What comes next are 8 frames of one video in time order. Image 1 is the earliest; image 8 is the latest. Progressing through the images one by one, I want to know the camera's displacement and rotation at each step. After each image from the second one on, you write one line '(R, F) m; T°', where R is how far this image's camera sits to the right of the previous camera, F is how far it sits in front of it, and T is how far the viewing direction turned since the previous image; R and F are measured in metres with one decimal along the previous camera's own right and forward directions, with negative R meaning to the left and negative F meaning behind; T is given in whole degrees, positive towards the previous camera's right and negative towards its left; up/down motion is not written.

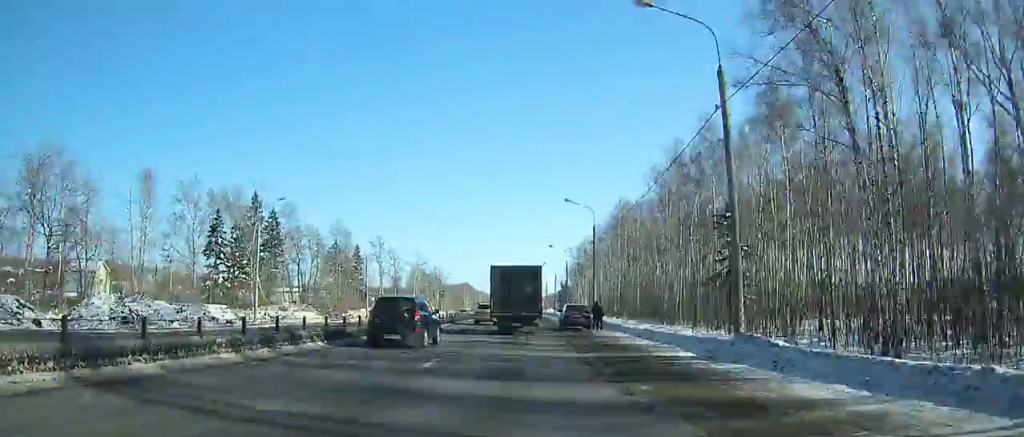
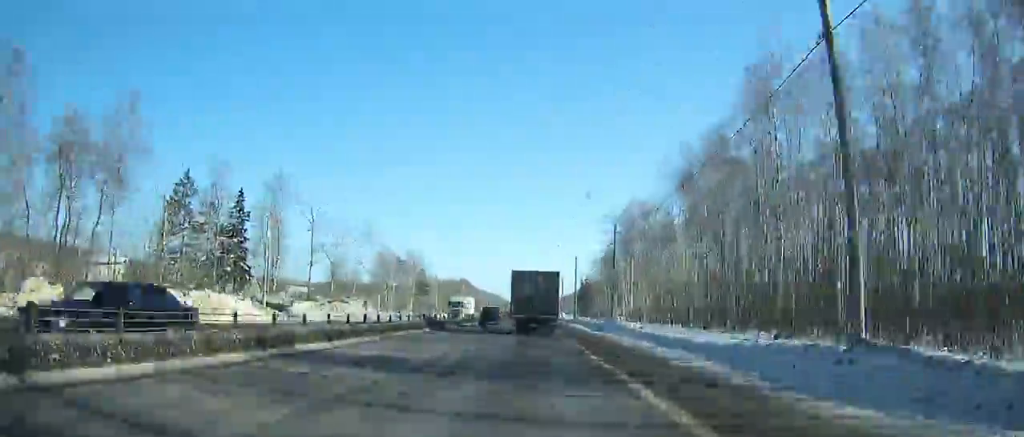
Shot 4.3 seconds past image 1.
(+0.2, +72.1) m; 0°
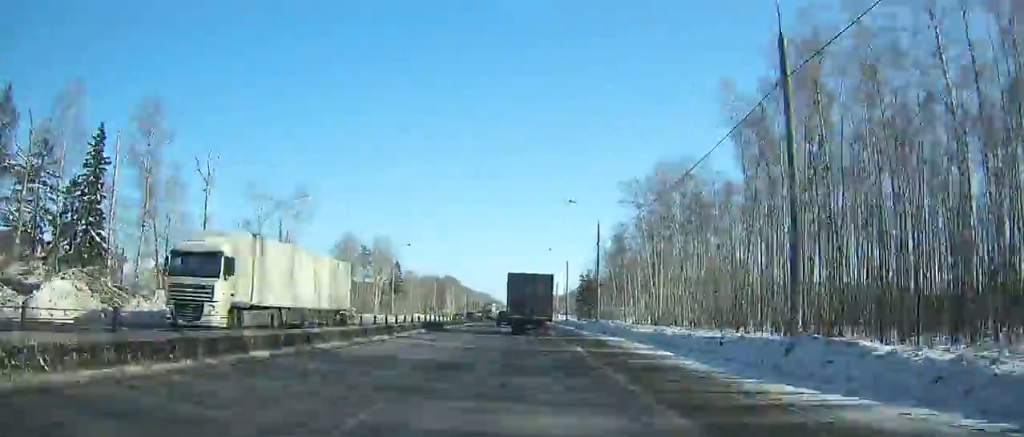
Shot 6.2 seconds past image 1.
(0.0, +31.5) m; 0°
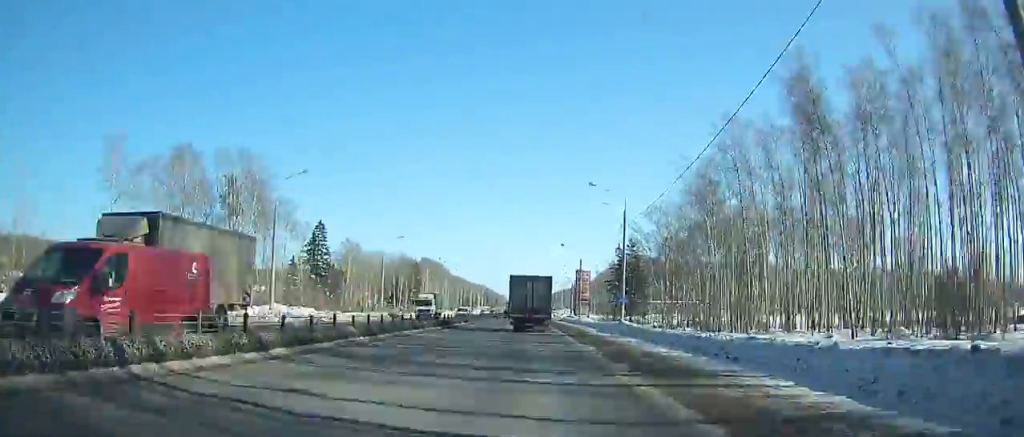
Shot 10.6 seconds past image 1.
(-0.2, +73.7) m; -5°
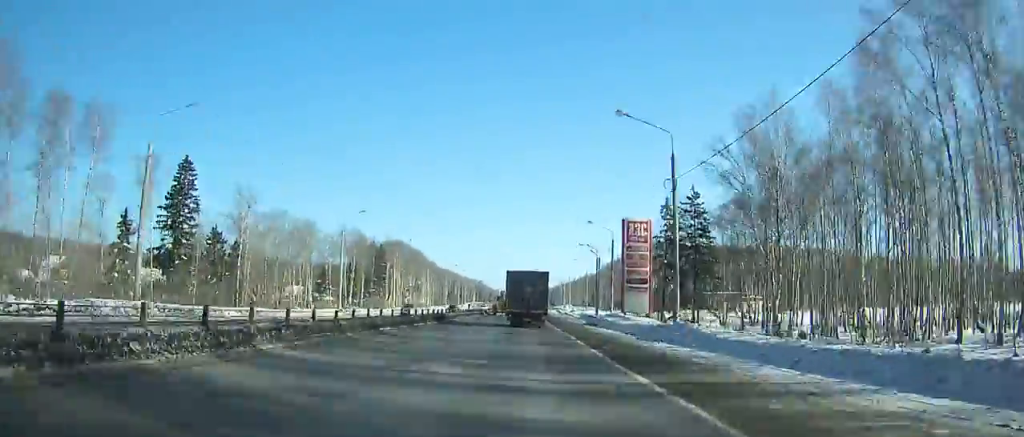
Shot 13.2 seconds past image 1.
(-4.2, +33.7) m; +4°
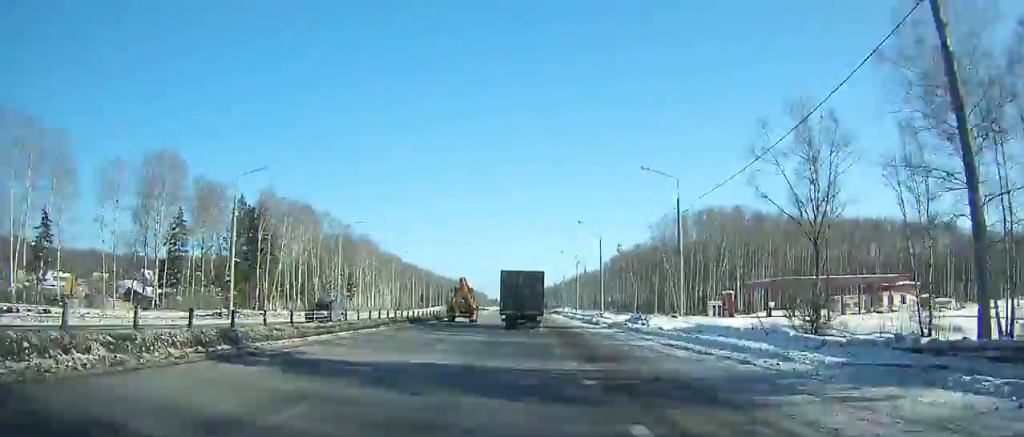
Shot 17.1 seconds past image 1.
(+8.2, +83.8) m; +4°
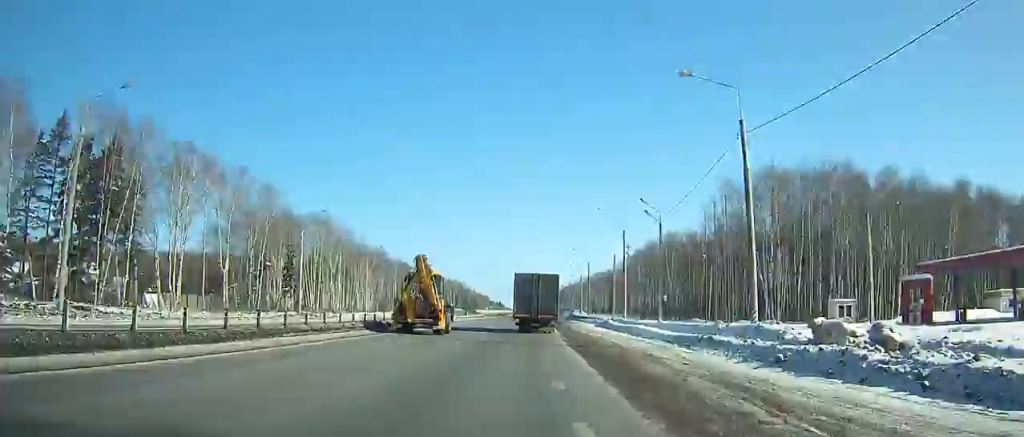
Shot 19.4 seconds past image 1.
(-1.4, +50.9) m; -2°
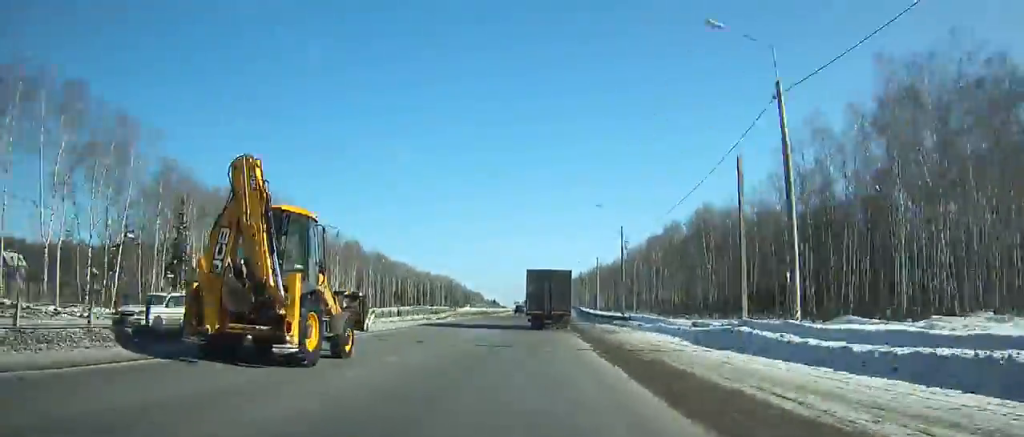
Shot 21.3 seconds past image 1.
(-0.5, +39.8) m; 0°
